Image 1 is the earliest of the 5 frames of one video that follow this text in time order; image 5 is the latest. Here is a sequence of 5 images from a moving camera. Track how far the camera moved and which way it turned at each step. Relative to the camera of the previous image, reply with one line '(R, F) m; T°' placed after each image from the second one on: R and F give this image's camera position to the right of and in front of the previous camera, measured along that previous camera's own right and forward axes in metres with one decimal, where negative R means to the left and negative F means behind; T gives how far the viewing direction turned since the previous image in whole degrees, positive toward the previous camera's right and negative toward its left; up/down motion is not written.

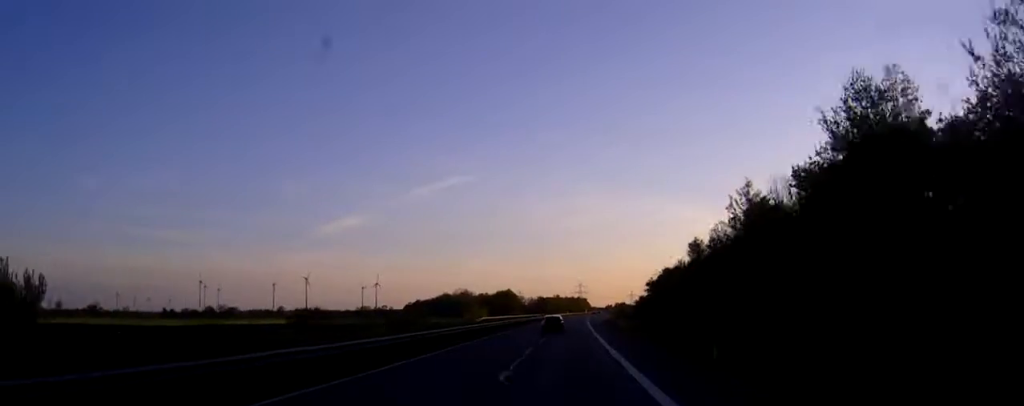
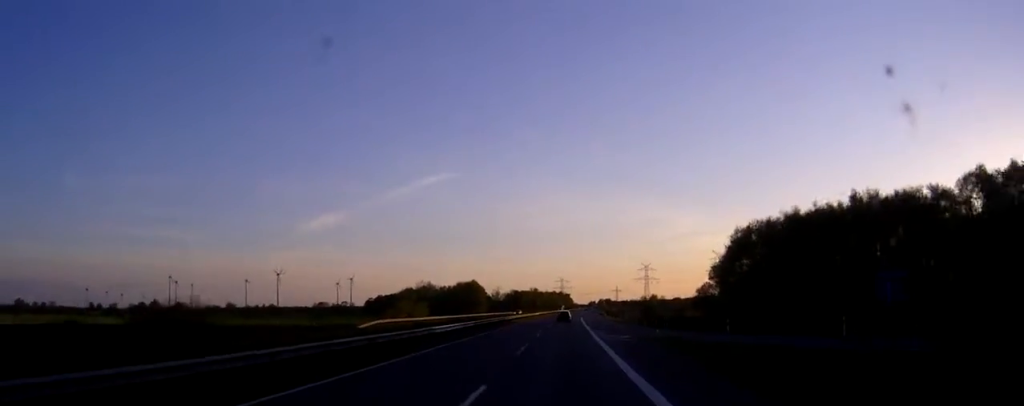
(+0.8, +80.1) m; +1°
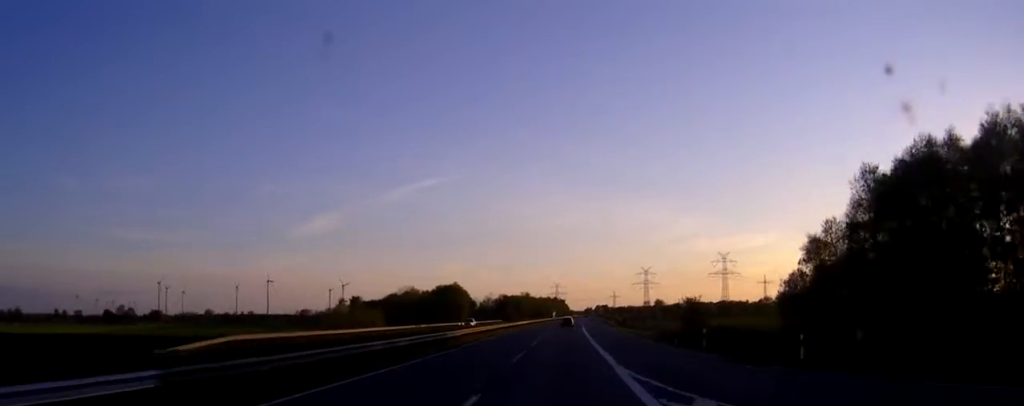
(+0.2, +37.1) m; 0°
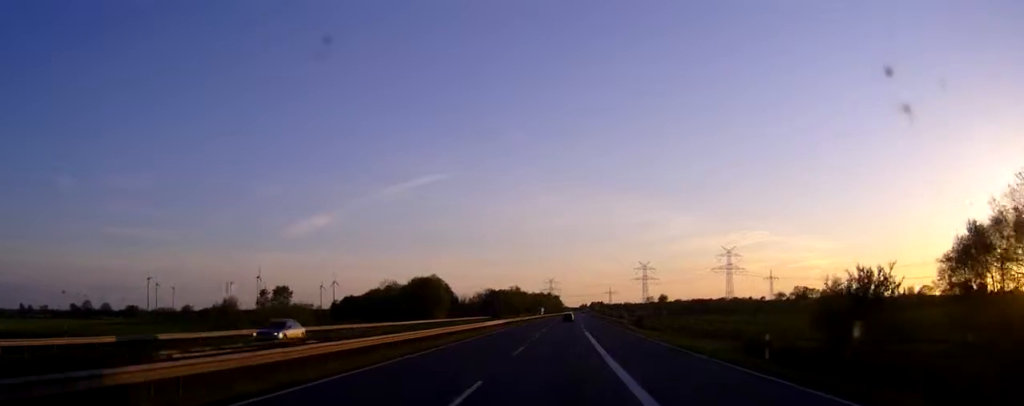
(0.0, +33.2) m; 0°
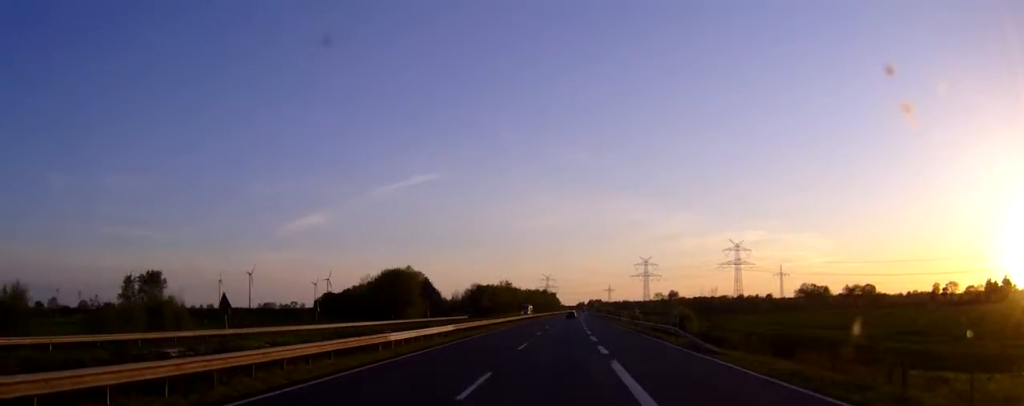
(+0.1, +33.2) m; 0°
